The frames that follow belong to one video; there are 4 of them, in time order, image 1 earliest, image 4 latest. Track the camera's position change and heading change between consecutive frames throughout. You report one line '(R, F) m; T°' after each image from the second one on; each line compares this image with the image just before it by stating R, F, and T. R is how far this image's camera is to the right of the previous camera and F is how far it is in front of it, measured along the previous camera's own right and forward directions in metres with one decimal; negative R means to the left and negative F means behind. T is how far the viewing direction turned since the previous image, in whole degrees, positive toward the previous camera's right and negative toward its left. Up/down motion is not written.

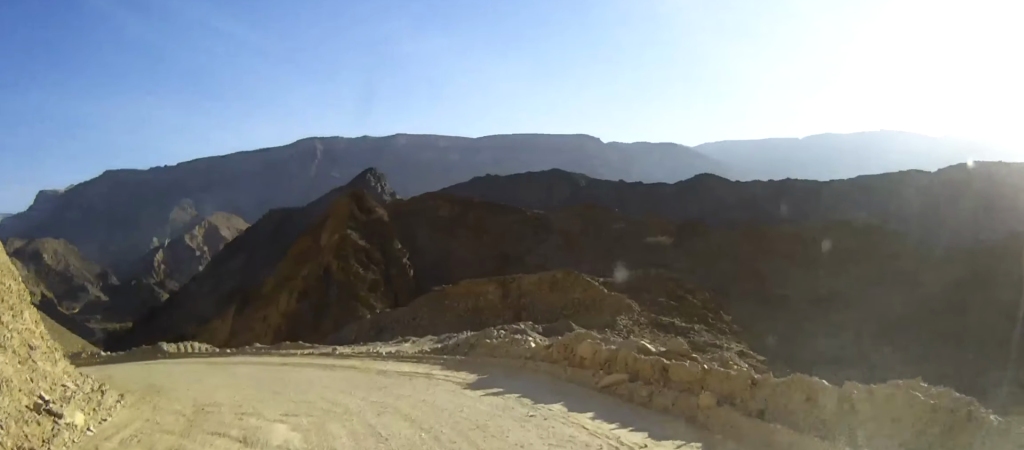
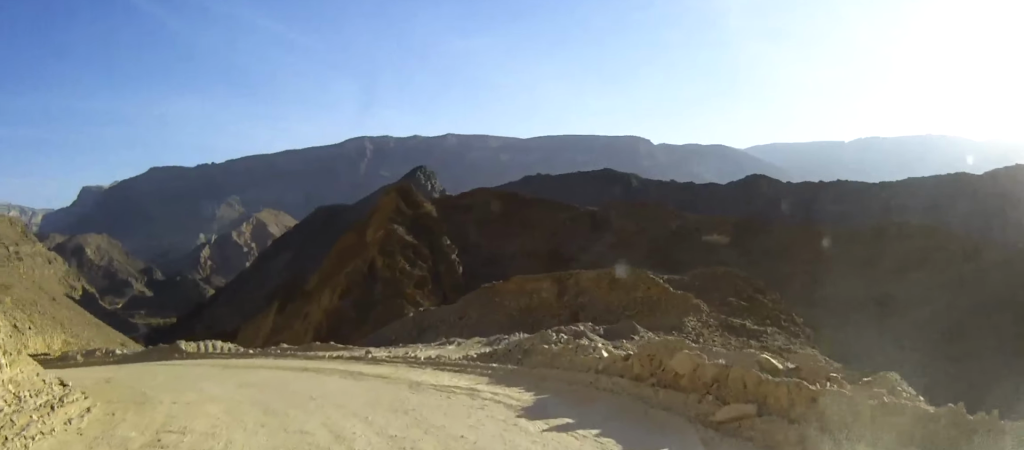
(0.0, +3.9) m; -3°
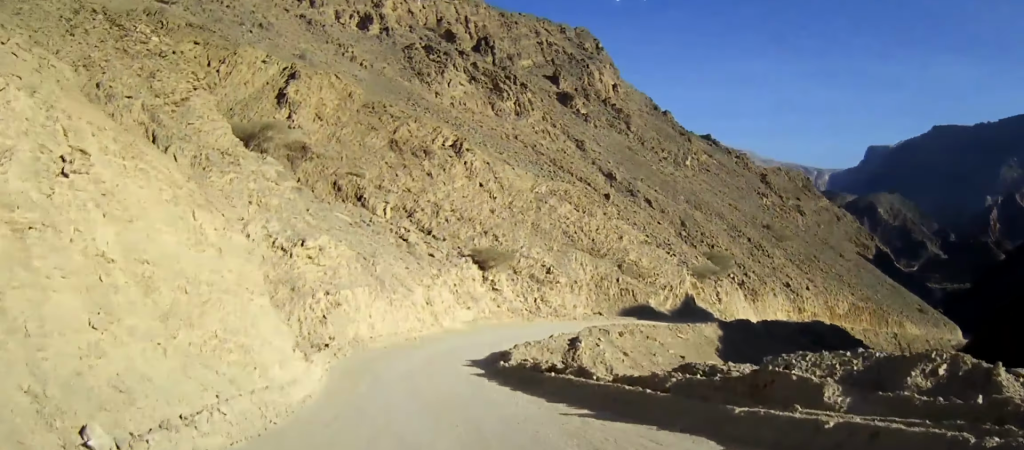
(-15.4, +24.9) m; -65°
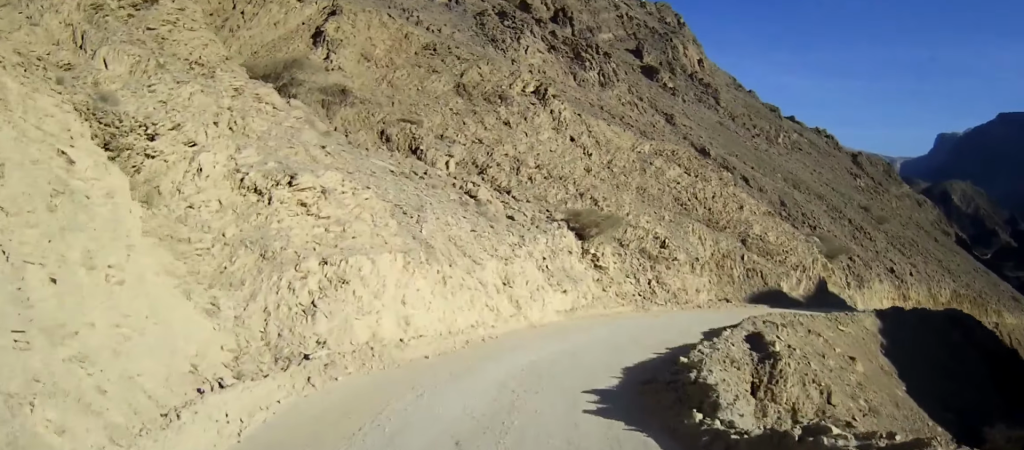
(-1.3, +12.5) m; -5°
